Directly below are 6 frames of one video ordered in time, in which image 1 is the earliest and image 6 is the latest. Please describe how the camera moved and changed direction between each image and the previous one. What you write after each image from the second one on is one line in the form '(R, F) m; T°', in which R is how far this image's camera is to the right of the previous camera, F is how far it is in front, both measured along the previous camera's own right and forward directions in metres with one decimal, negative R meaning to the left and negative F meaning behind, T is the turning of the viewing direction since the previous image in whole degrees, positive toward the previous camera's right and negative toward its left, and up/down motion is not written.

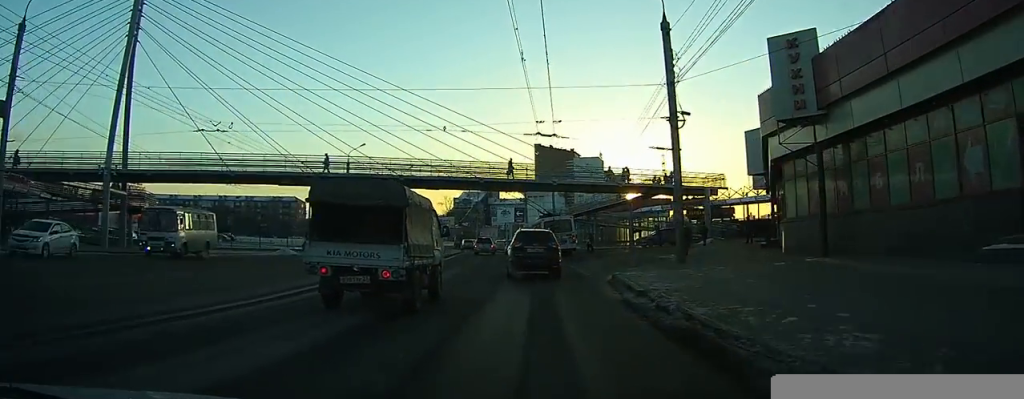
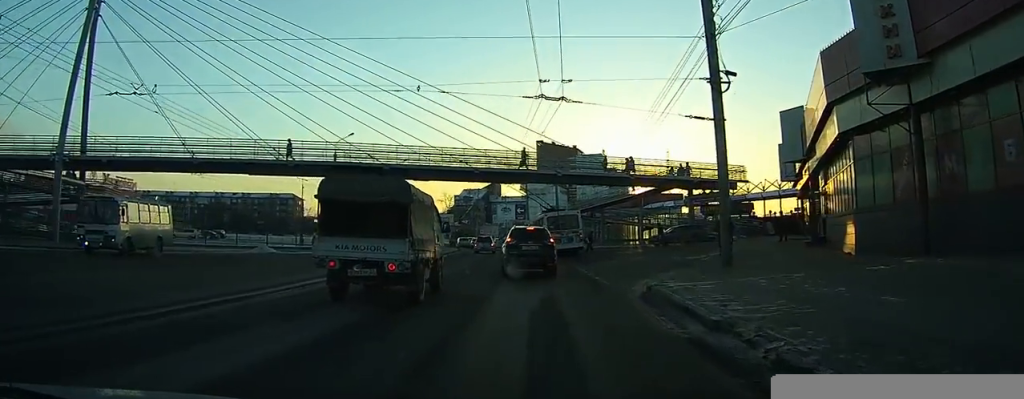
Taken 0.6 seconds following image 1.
(0.0, +5.5) m; 0°
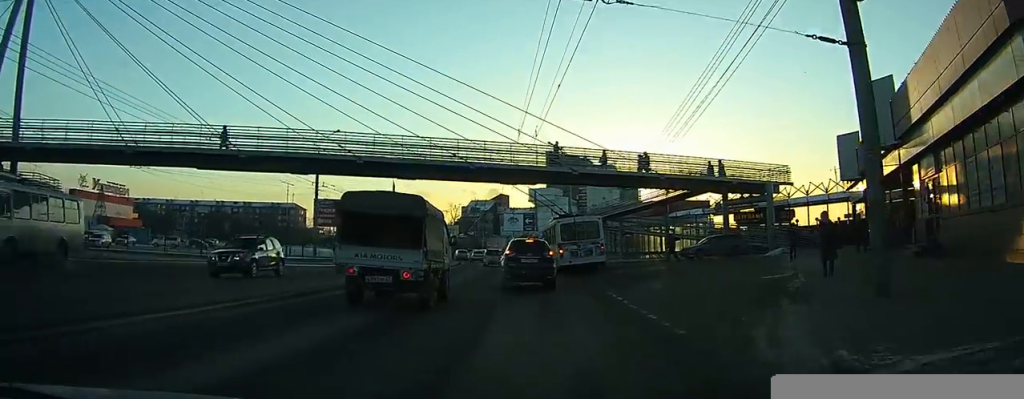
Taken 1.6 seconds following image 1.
(-0.1, +7.9) m; 0°
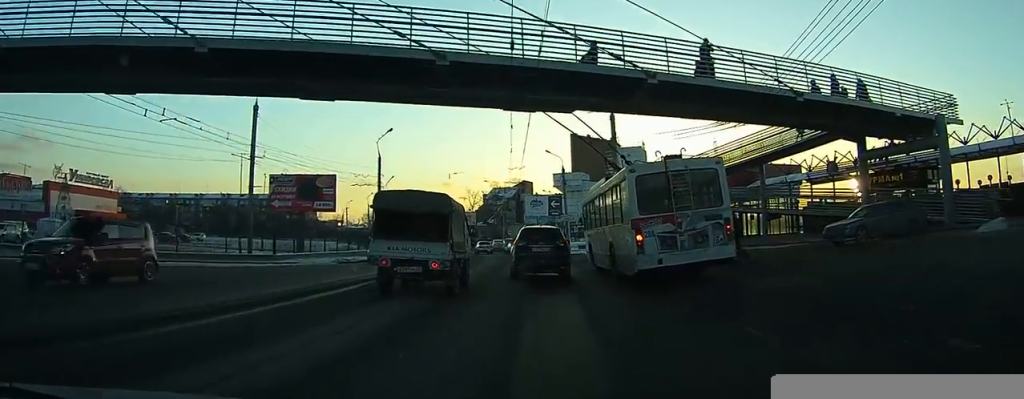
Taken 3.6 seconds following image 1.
(-0.2, +16.9) m; -2°
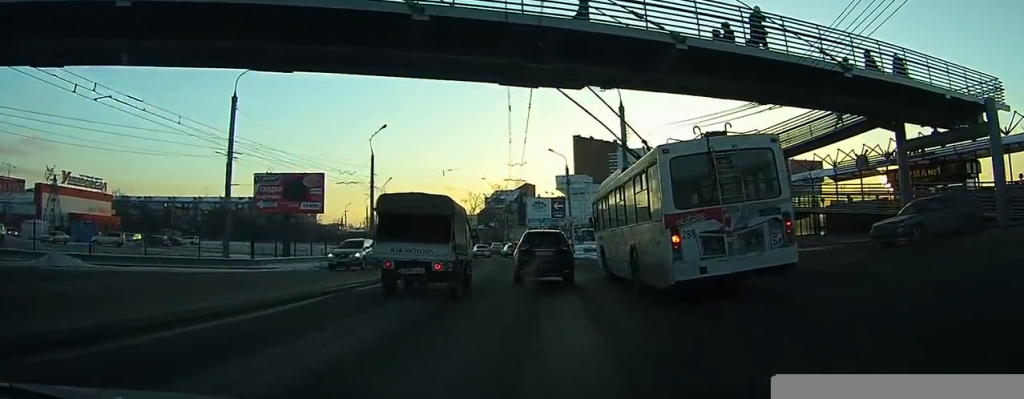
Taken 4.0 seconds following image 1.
(0.0, +3.2) m; -1°
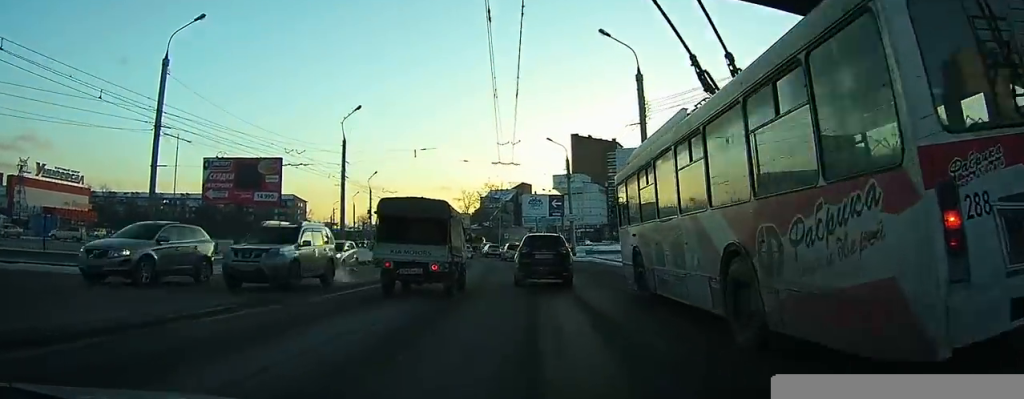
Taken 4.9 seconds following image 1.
(0.0, +7.2) m; 0°
